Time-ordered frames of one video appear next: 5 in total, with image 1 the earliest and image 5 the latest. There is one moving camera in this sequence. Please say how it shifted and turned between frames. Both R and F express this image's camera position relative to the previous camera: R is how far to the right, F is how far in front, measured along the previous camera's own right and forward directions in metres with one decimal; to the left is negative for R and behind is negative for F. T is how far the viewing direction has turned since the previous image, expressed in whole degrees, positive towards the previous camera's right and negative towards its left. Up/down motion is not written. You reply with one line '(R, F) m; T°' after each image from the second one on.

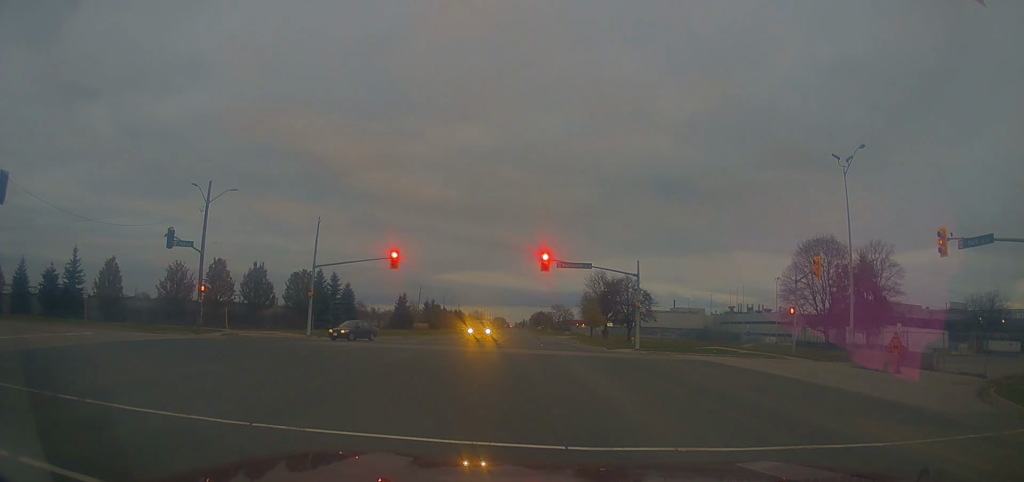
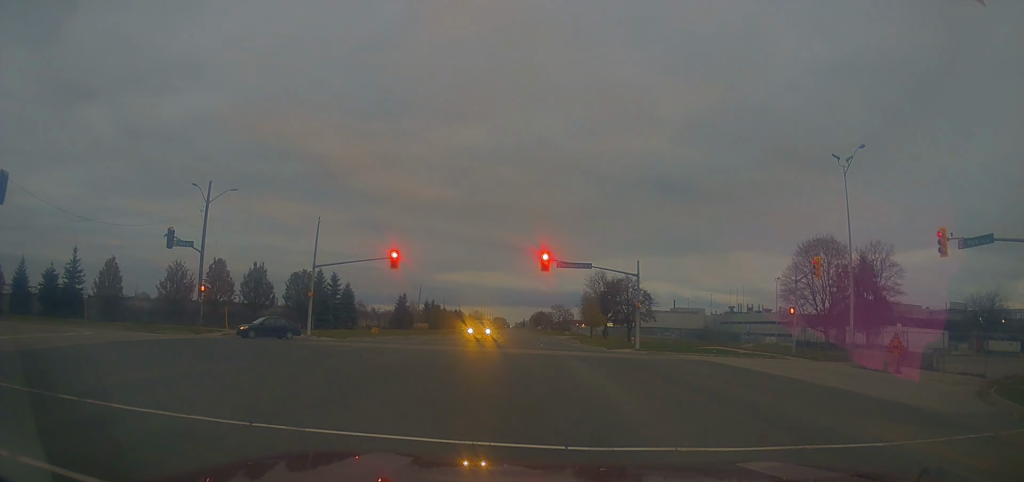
(0.0, 0.0) m; 0°
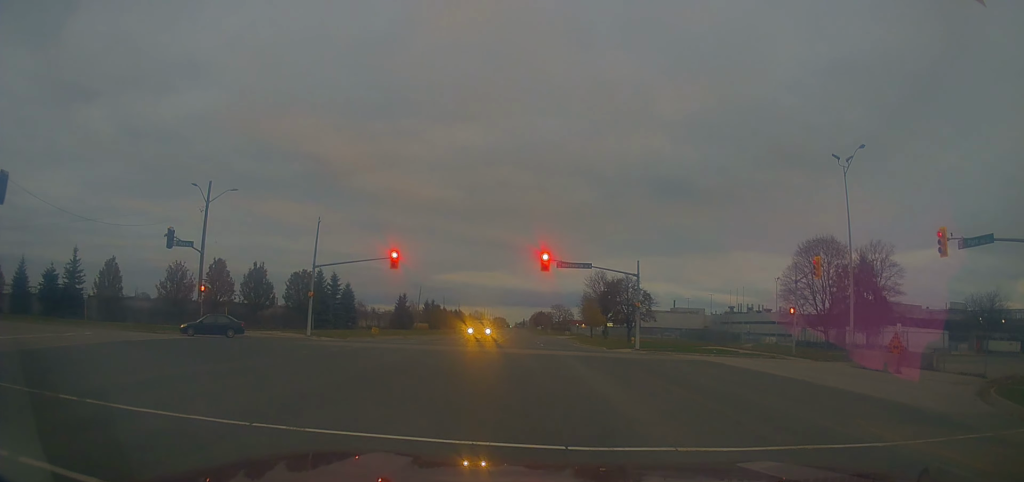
(0.0, 0.0) m; 0°
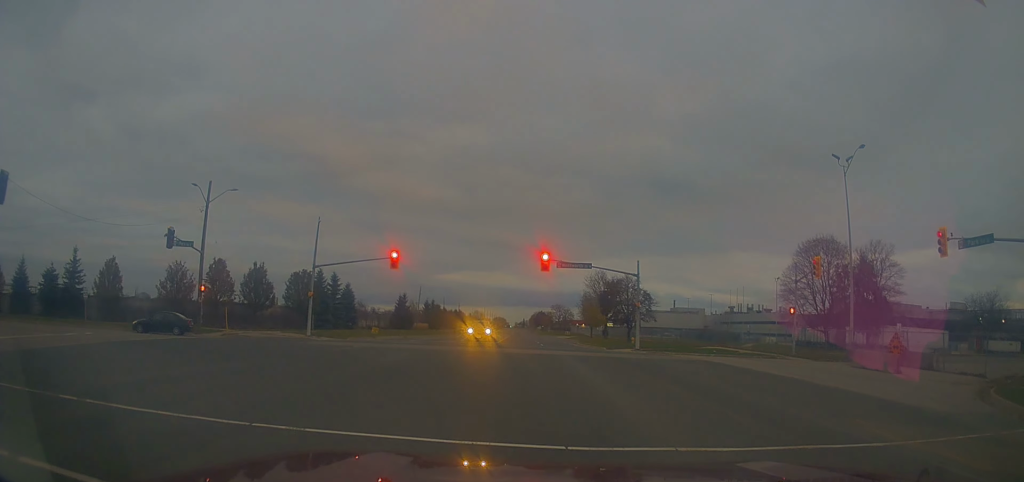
(0.0, 0.0) m; 0°
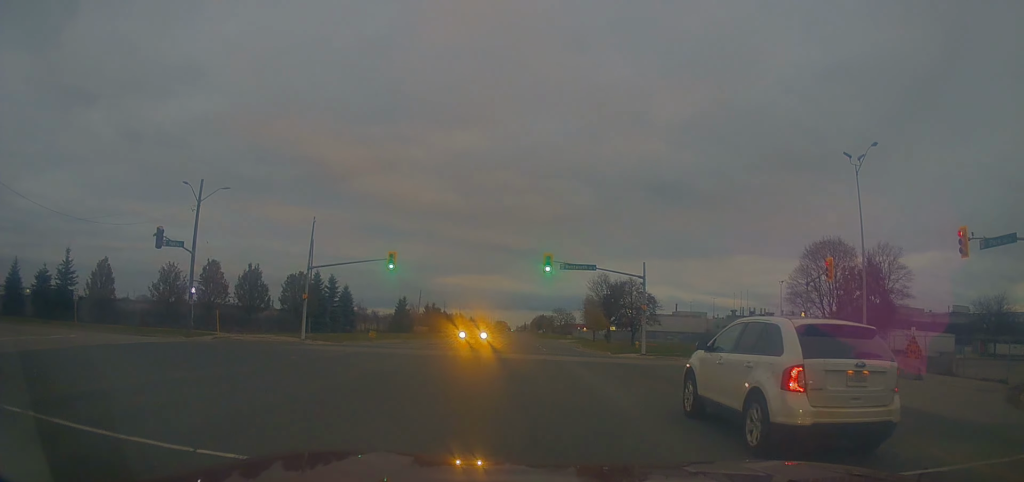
(-0.4, +1.6) m; 0°
